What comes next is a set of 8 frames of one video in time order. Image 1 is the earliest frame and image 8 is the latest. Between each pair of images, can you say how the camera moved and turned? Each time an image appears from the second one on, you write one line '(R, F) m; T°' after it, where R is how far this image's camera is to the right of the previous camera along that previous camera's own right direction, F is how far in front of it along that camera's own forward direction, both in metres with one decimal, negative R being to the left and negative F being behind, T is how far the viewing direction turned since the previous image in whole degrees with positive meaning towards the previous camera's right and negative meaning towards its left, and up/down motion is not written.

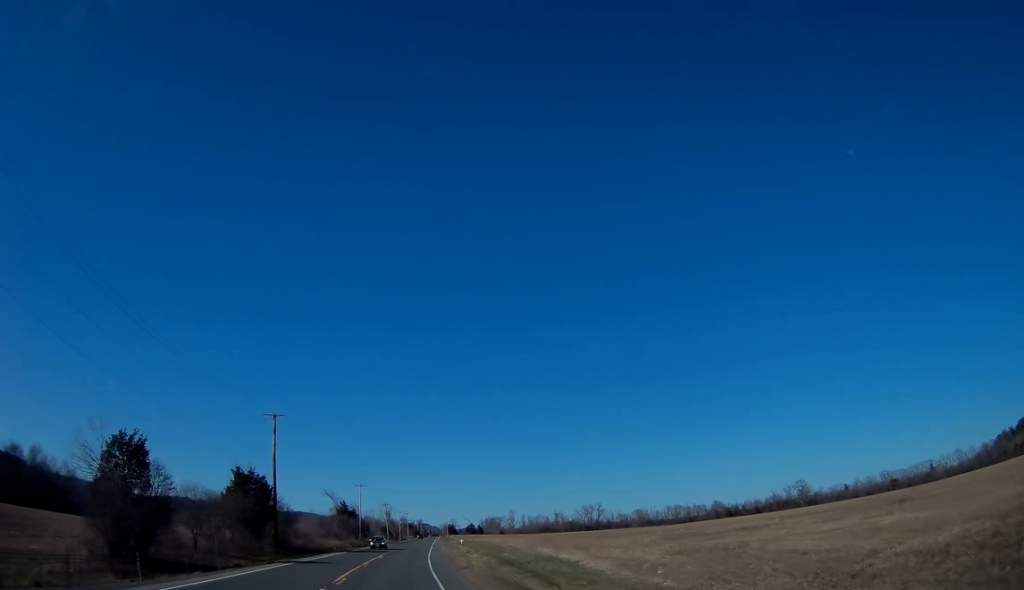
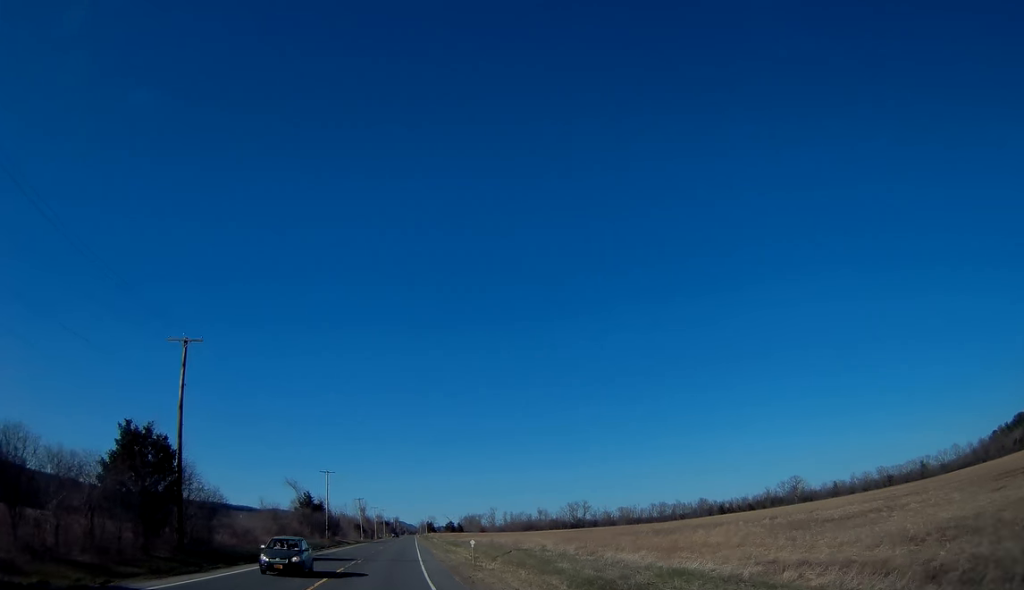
(+0.4, +21.9) m; +2°
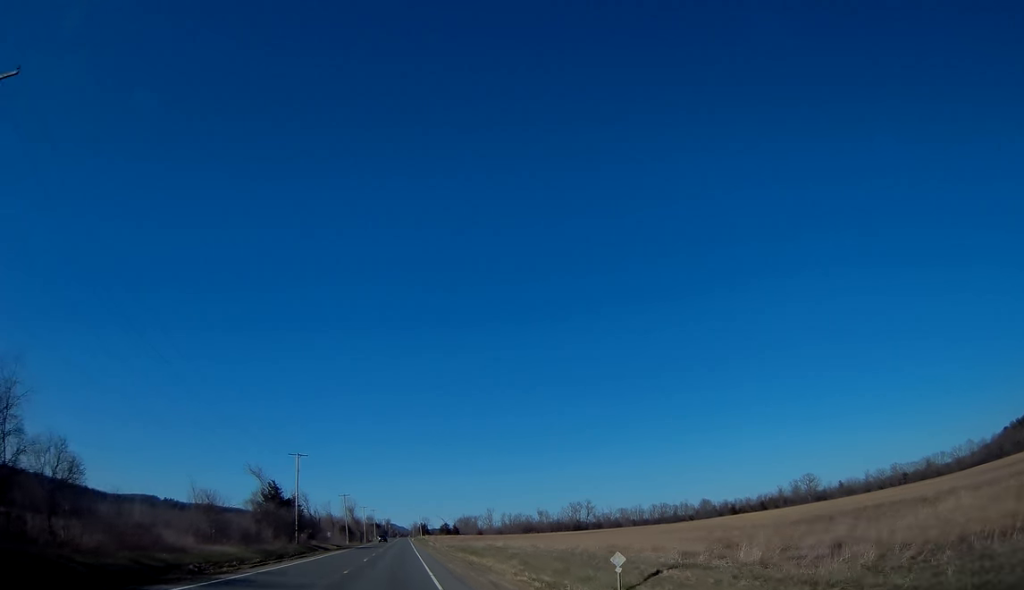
(+0.3, +24.4) m; +1°
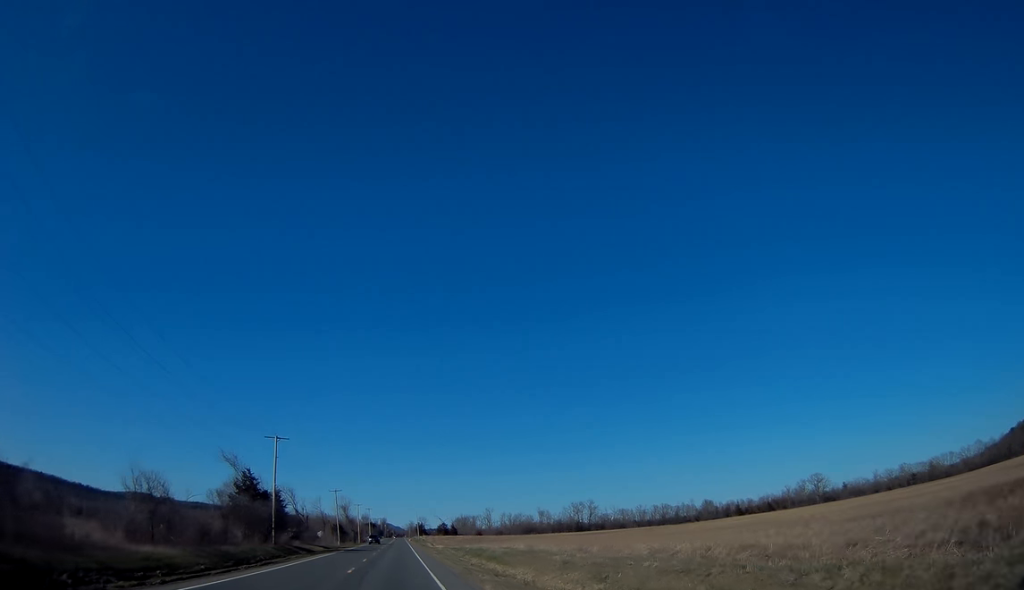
(+0.1, +12.5) m; 0°
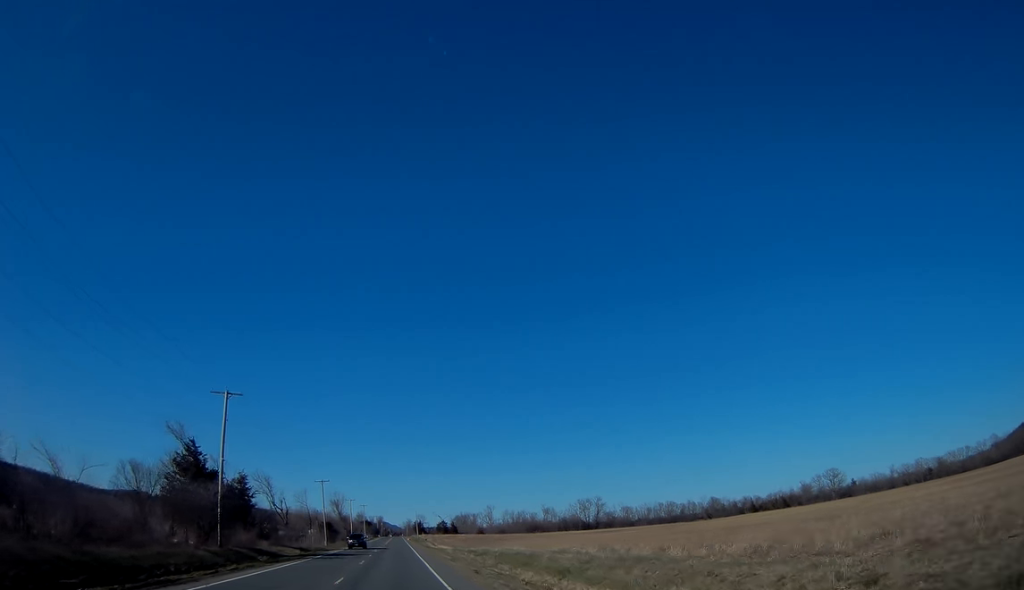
(+0.1, +19.2) m; 0°
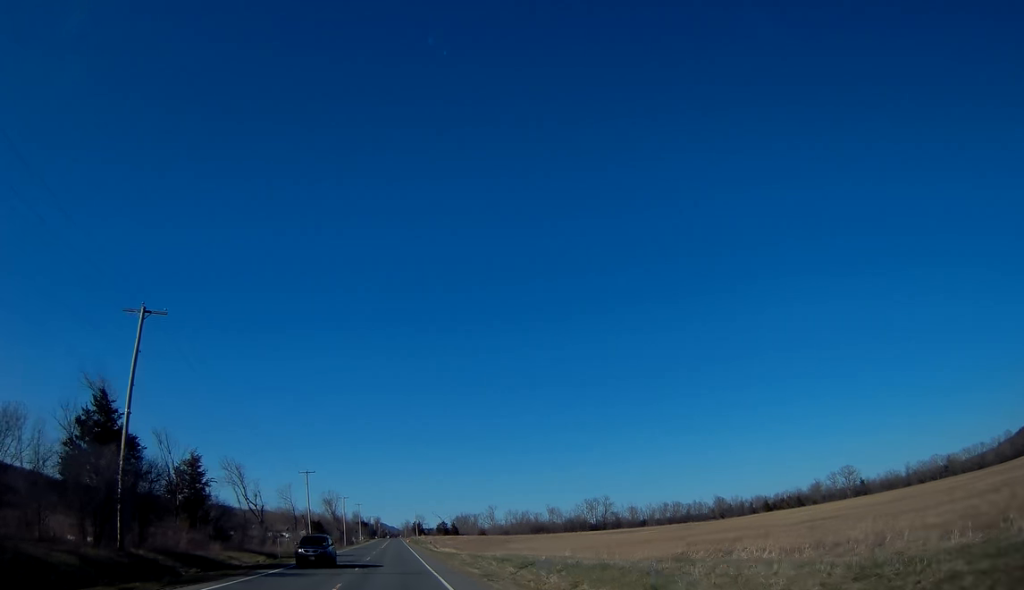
(0.0, +16.6) m; 0°
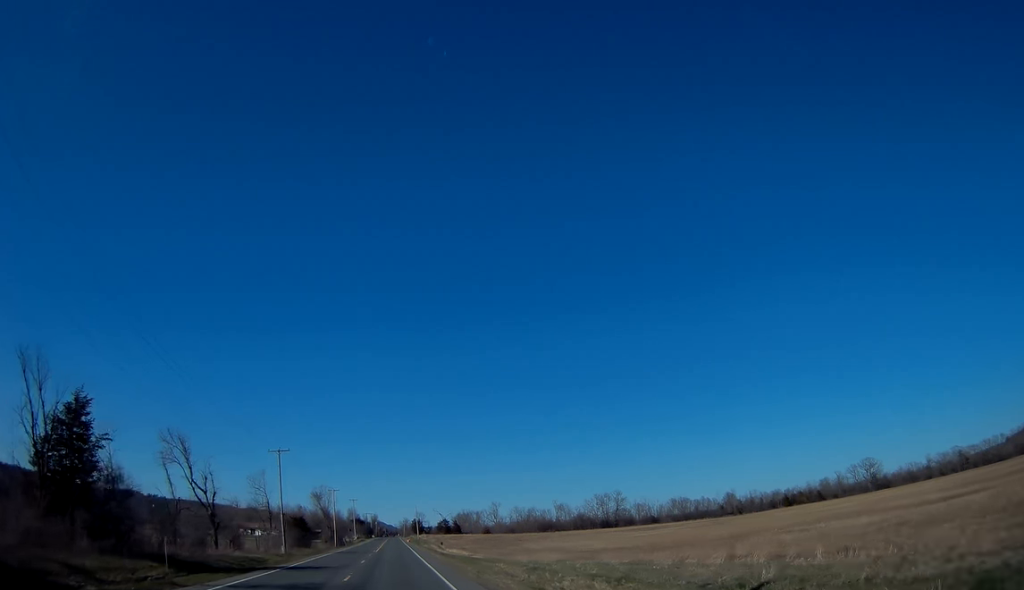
(0.0, +20.8) m; +1°
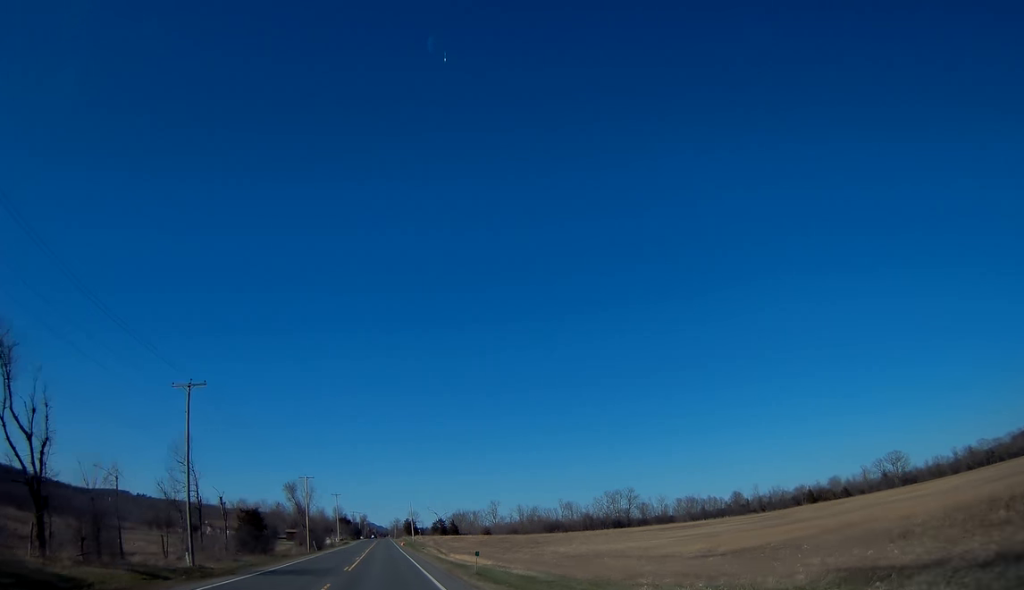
(+0.4, +29.1) m; +1°
